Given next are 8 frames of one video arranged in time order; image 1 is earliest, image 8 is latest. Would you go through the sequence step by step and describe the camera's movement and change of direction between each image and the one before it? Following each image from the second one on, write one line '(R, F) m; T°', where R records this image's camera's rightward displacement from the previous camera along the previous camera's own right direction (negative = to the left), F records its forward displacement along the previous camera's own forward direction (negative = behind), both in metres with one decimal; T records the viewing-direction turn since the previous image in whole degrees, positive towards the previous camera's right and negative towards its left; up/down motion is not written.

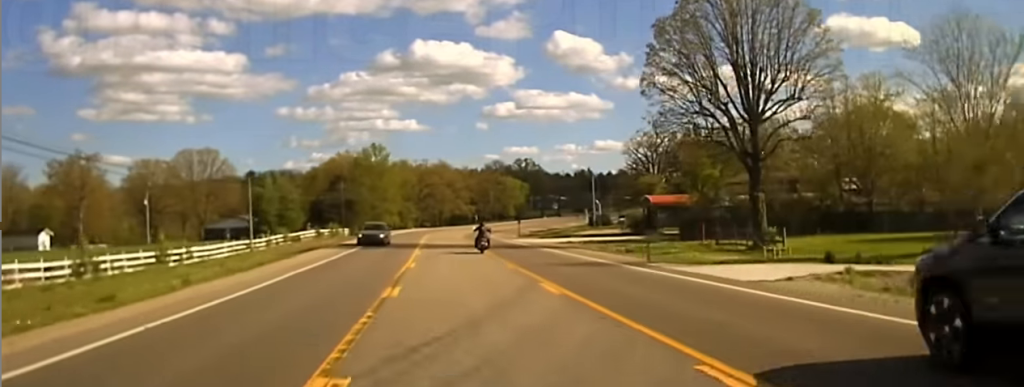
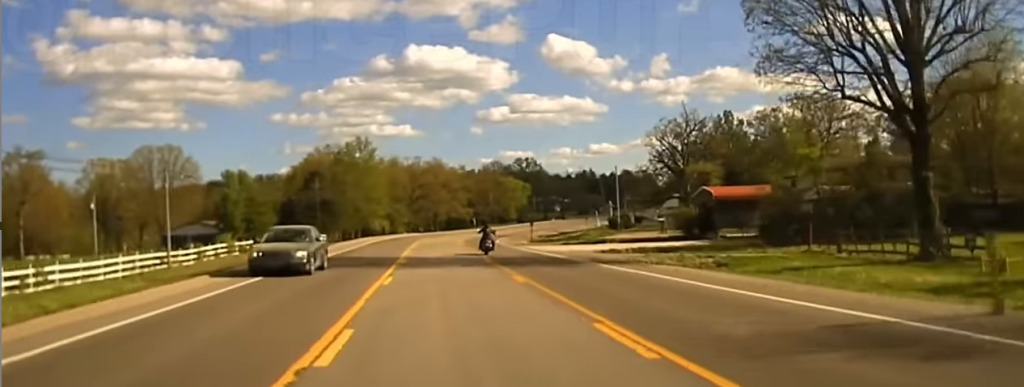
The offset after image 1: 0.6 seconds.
(-0.3, +21.4) m; +1°
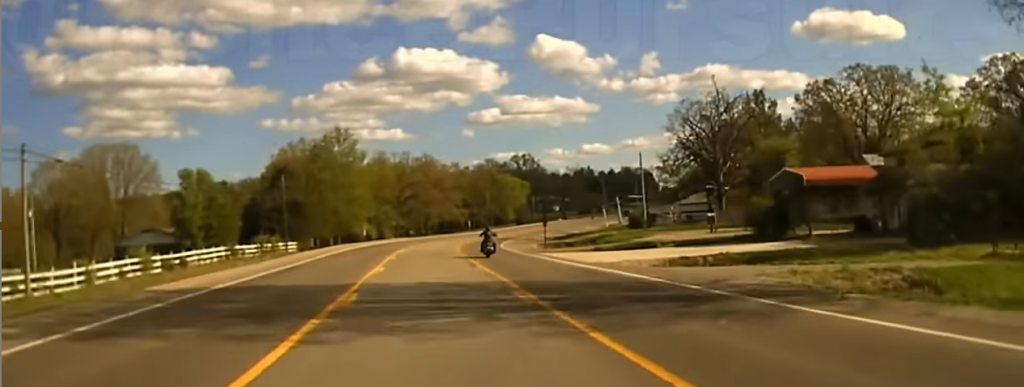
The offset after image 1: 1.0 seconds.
(-0.3, +17.7) m; +1°
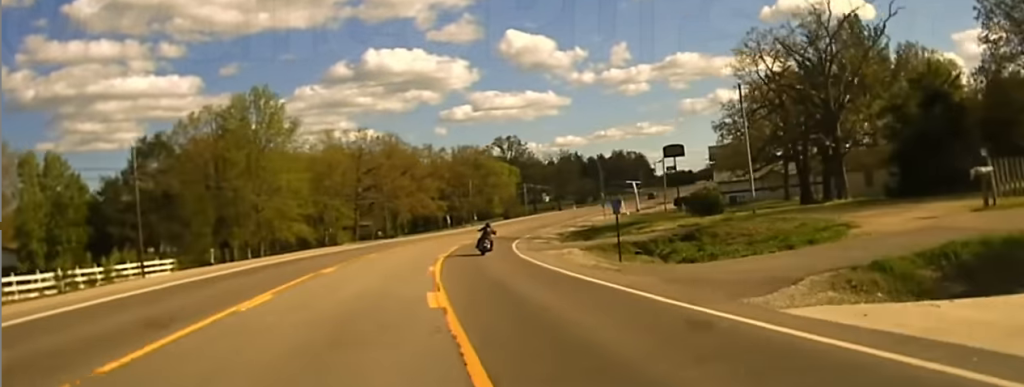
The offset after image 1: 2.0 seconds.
(+1.1, +38.8) m; +3°
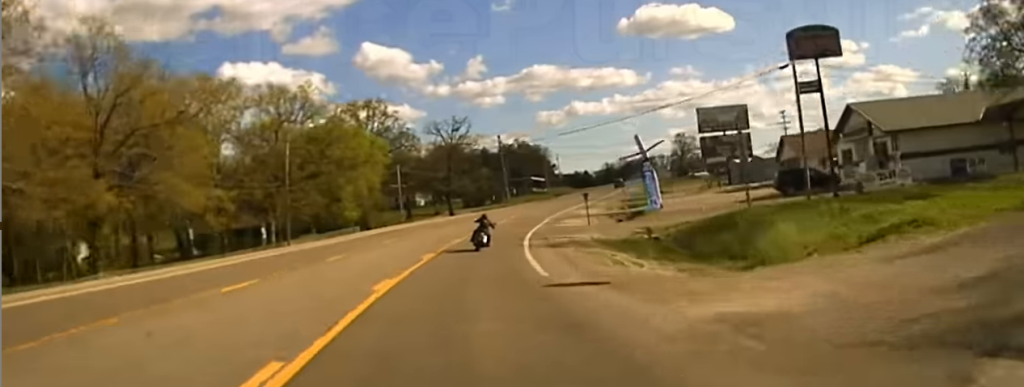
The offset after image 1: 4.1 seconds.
(+6.2, +78.1) m; +9°
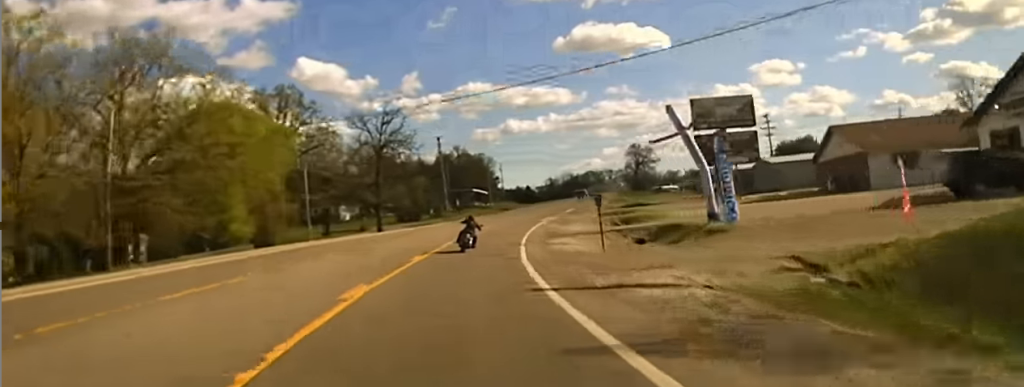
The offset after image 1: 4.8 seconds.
(-0.2, +24.6) m; +3°
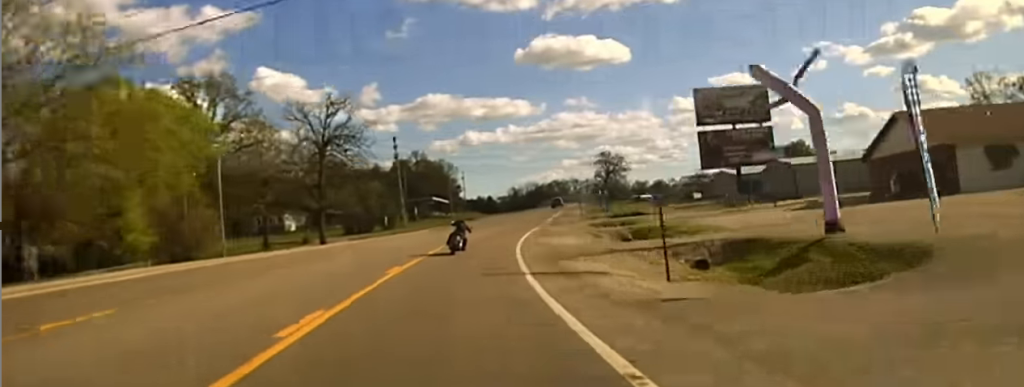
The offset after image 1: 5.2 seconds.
(+0.3, +13.2) m; +2°
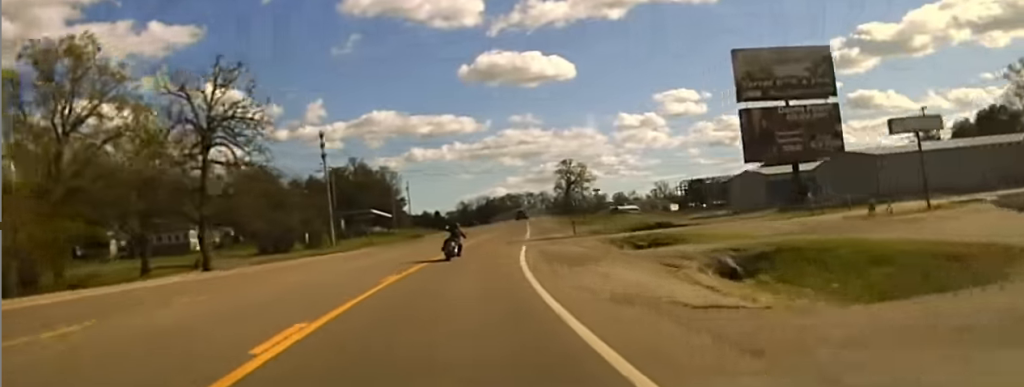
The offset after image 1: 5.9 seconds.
(+1.1, +22.0) m; +5°
